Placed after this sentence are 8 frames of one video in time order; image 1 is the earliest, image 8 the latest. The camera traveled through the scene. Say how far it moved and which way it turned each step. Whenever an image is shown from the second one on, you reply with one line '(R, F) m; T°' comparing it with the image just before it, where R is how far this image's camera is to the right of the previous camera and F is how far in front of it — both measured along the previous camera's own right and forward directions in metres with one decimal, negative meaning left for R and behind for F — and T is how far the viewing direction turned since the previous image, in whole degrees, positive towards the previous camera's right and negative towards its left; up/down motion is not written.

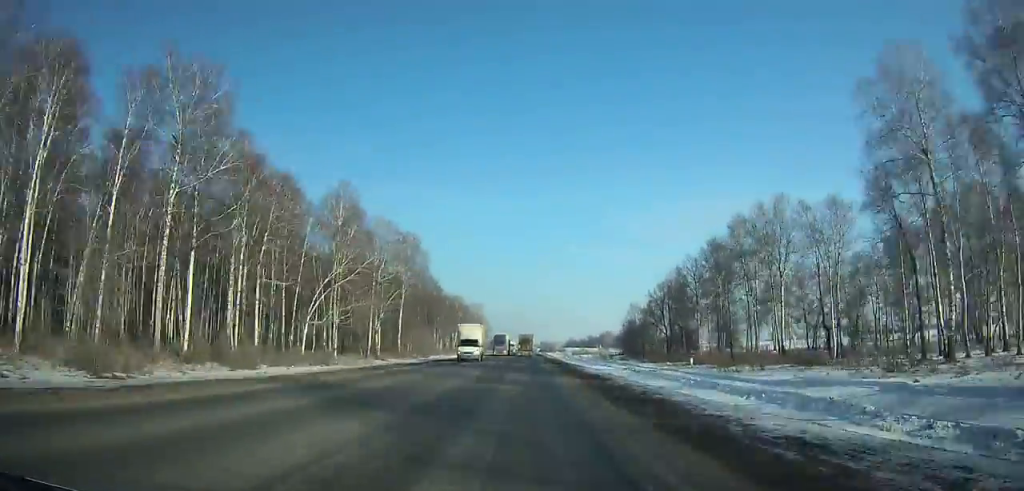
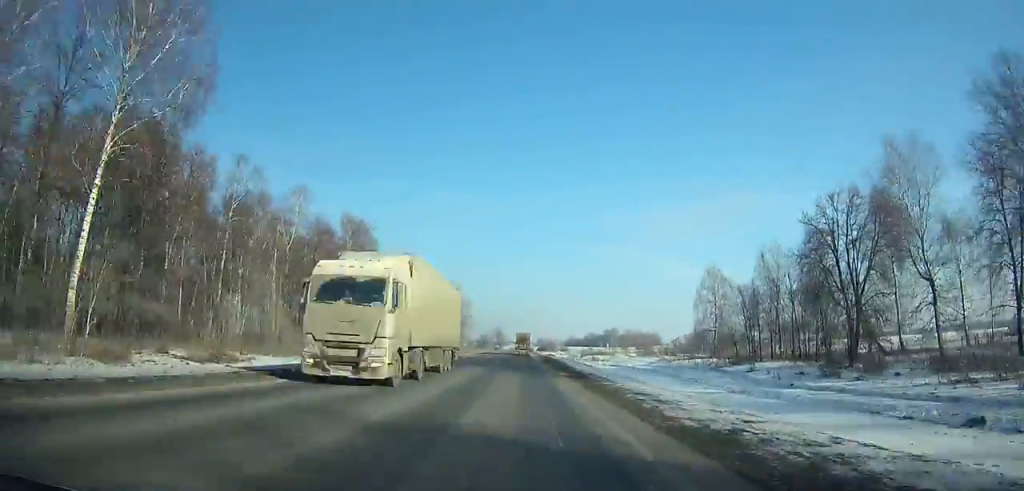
(+0.1, +85.4) m; 0°
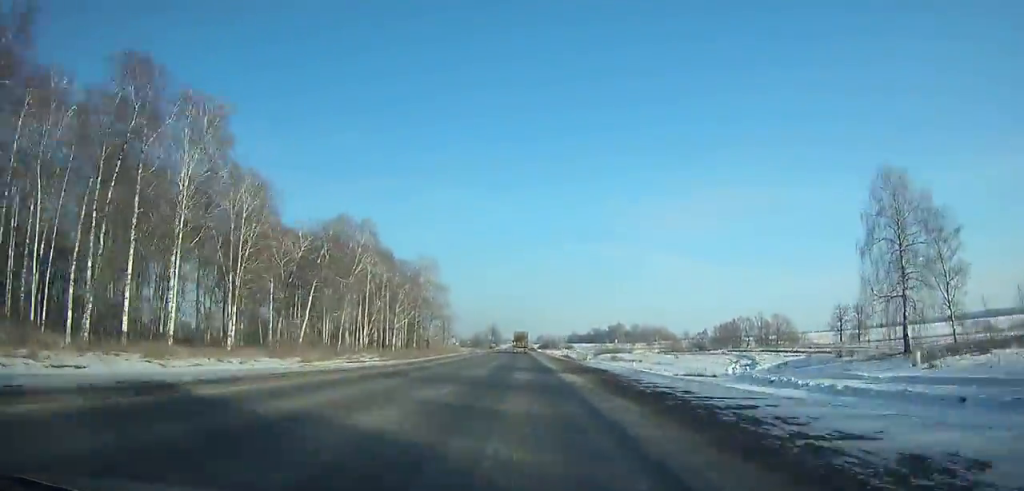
(0.0, +58.1) m; 0°
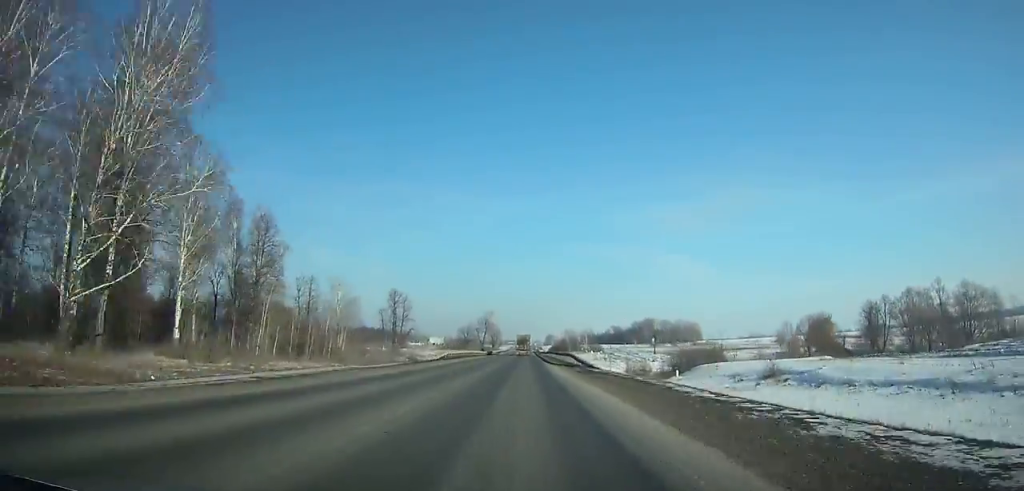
(-0.1, +125.1) m; 0°
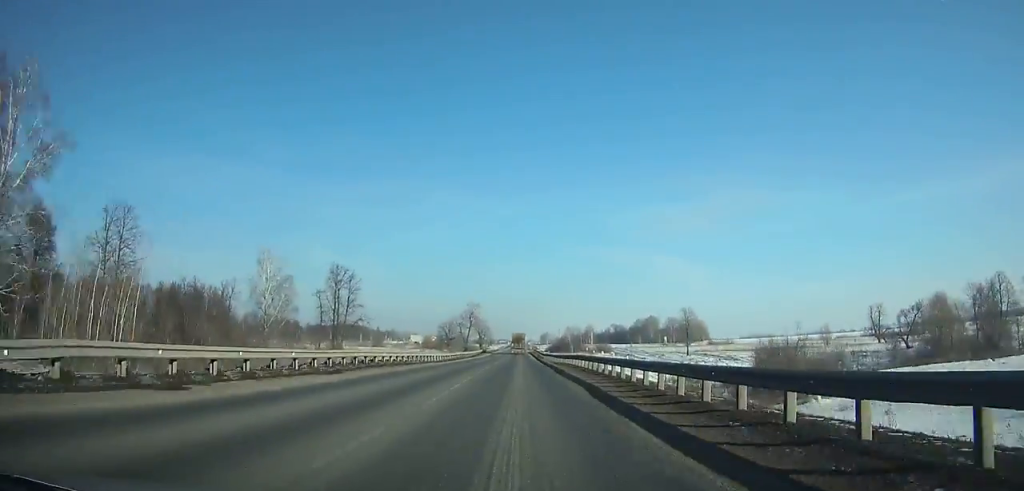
(0.0, +50.6) m; 0°
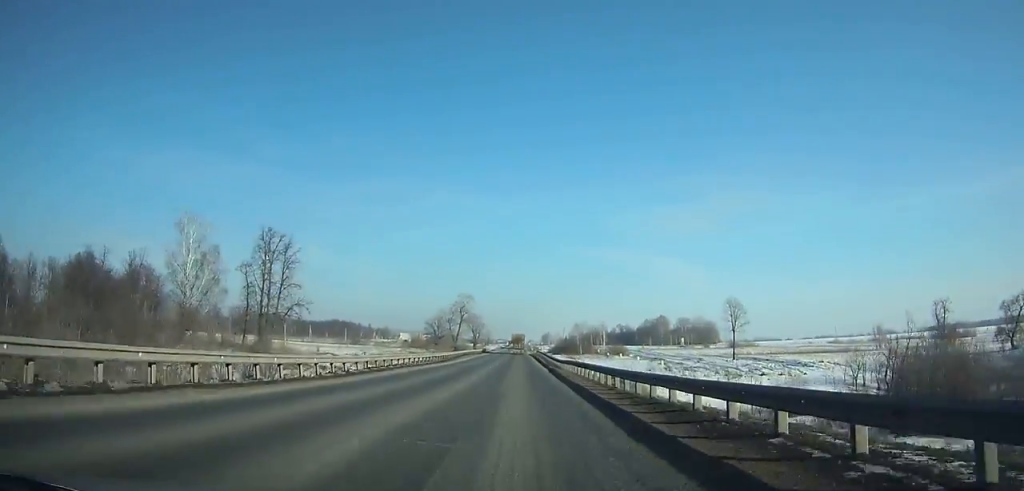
(0.0, +36.1) m; 0°
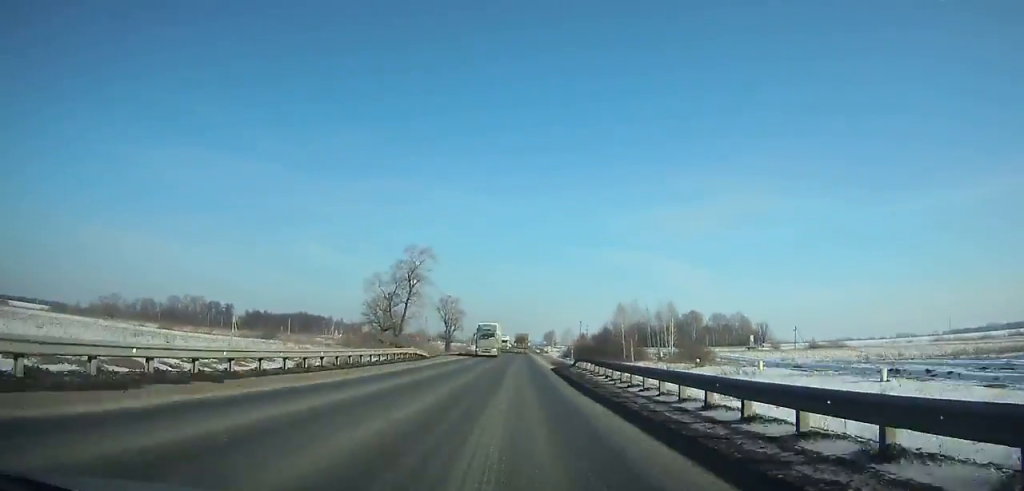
(+0.3, +92.0) m; 0°
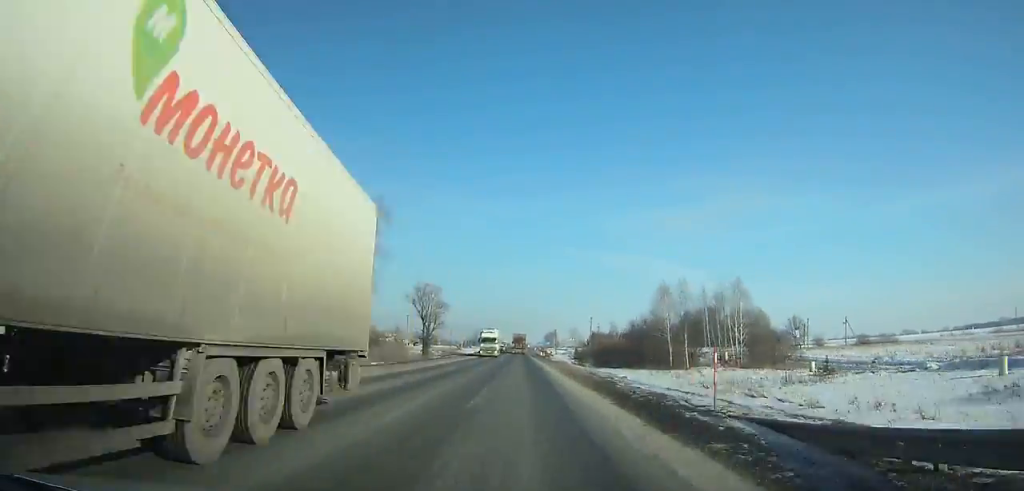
(+0.1, +36.5) m; 0°
